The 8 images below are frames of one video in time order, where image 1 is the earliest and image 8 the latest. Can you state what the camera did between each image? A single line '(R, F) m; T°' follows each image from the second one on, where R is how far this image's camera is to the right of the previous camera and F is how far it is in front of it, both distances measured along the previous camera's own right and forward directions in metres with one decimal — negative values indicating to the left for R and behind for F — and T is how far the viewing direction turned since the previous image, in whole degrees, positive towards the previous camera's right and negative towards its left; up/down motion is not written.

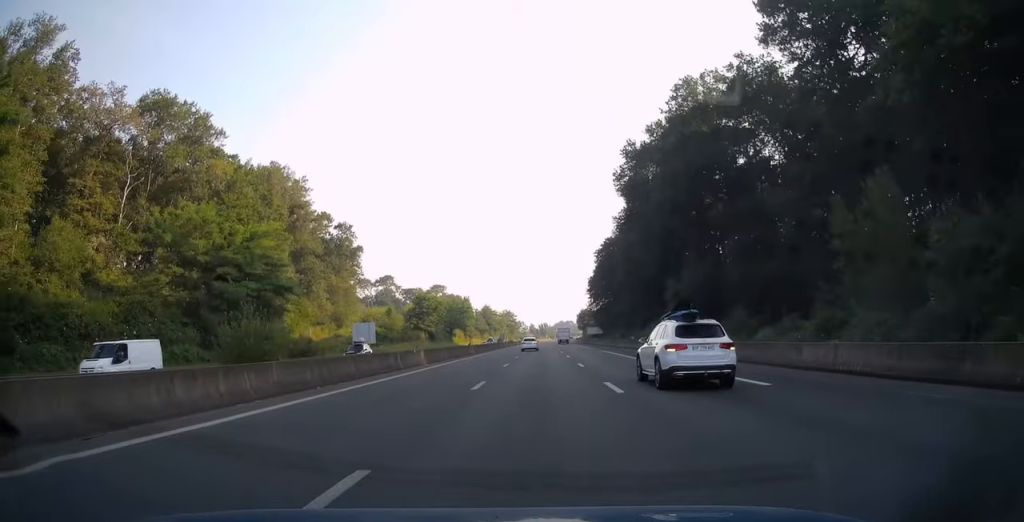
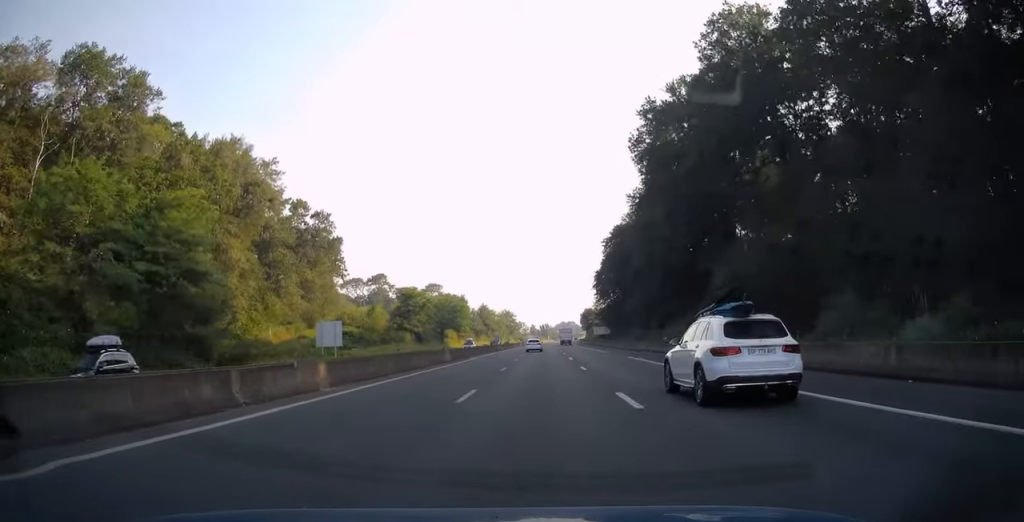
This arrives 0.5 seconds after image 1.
(0.0, +15.6) m; 0°
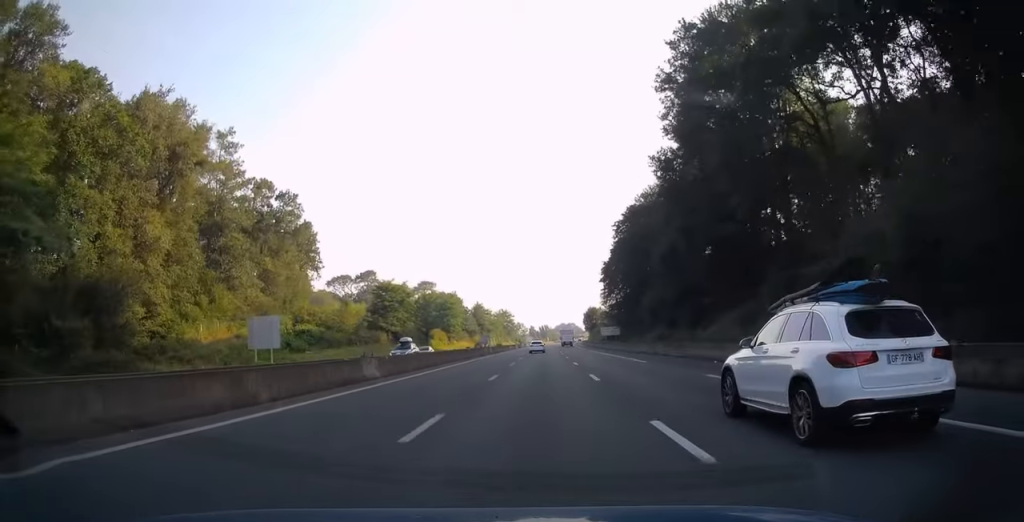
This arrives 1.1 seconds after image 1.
(0.0, +18.1) m; 0°
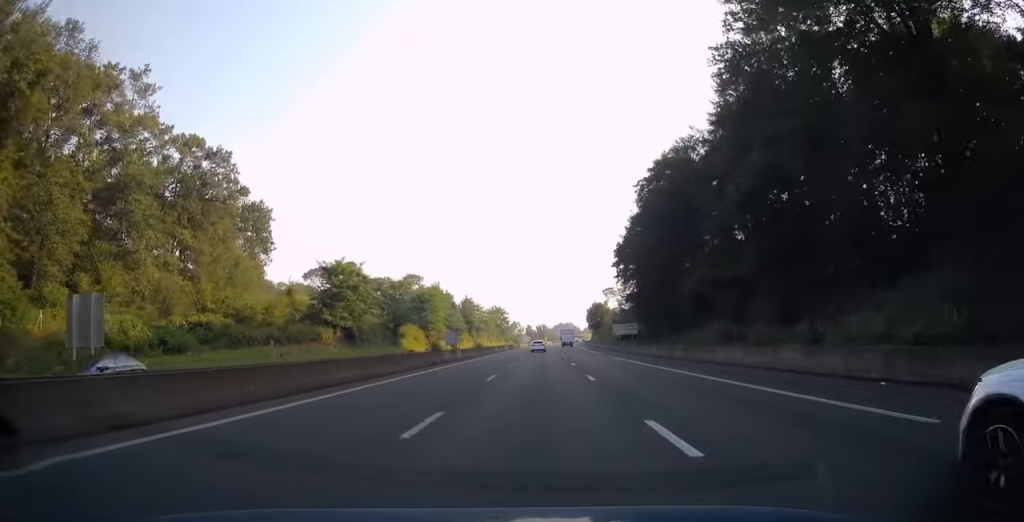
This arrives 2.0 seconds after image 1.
(0.0, +25.5) m; 0°
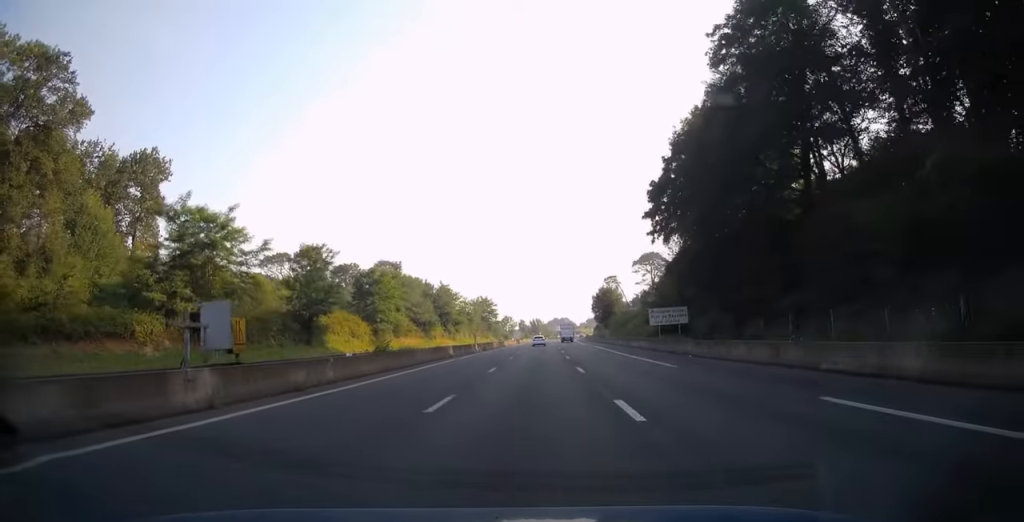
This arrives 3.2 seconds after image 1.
(+0.2, +36.2) m; 0°
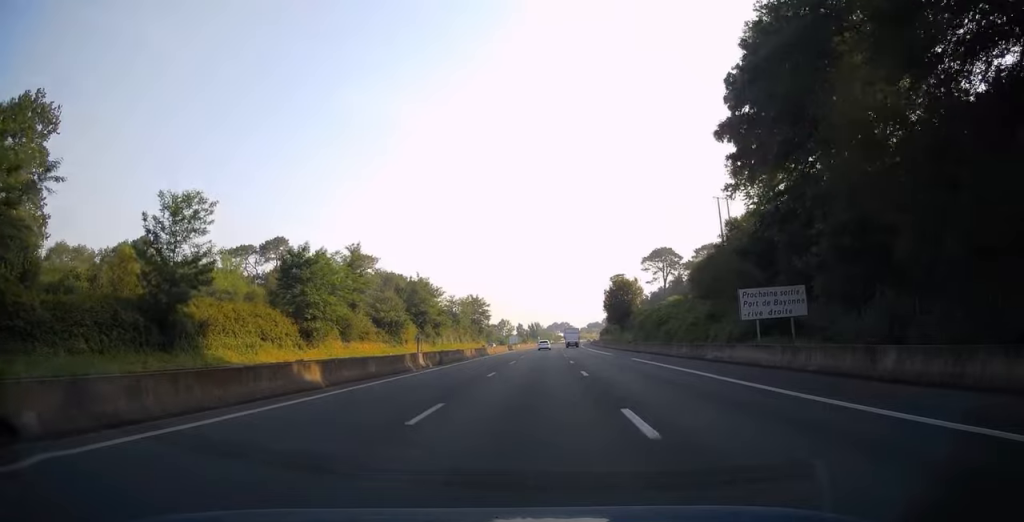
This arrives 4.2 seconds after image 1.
(0.0, +27.4) m; 0°
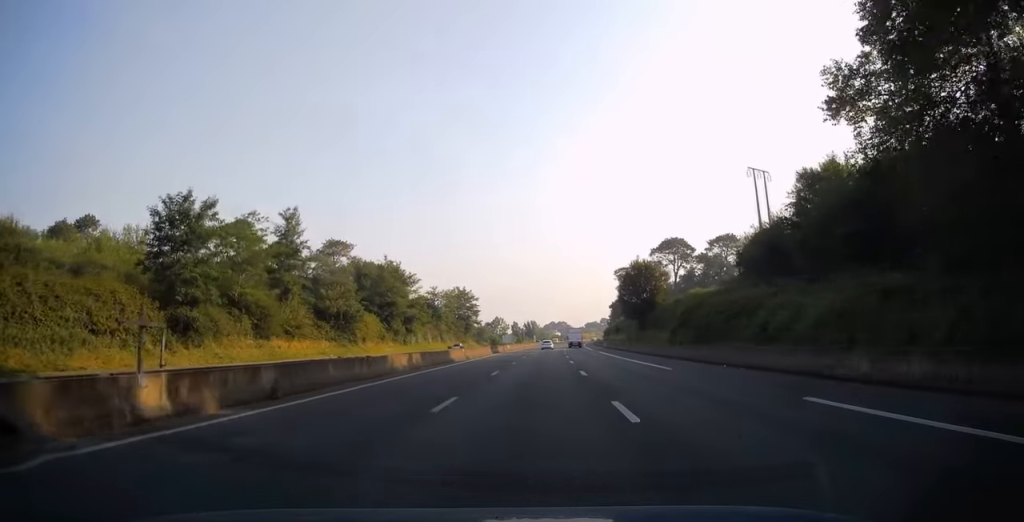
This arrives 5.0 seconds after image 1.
(0.0, +23.9) m; 0°
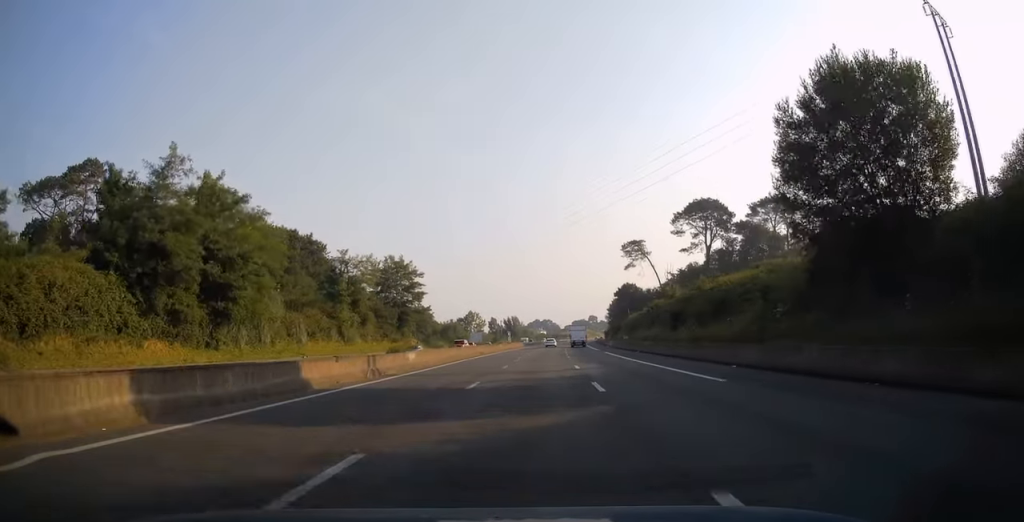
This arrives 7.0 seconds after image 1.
(+0.7, +59.1) m; +2°
